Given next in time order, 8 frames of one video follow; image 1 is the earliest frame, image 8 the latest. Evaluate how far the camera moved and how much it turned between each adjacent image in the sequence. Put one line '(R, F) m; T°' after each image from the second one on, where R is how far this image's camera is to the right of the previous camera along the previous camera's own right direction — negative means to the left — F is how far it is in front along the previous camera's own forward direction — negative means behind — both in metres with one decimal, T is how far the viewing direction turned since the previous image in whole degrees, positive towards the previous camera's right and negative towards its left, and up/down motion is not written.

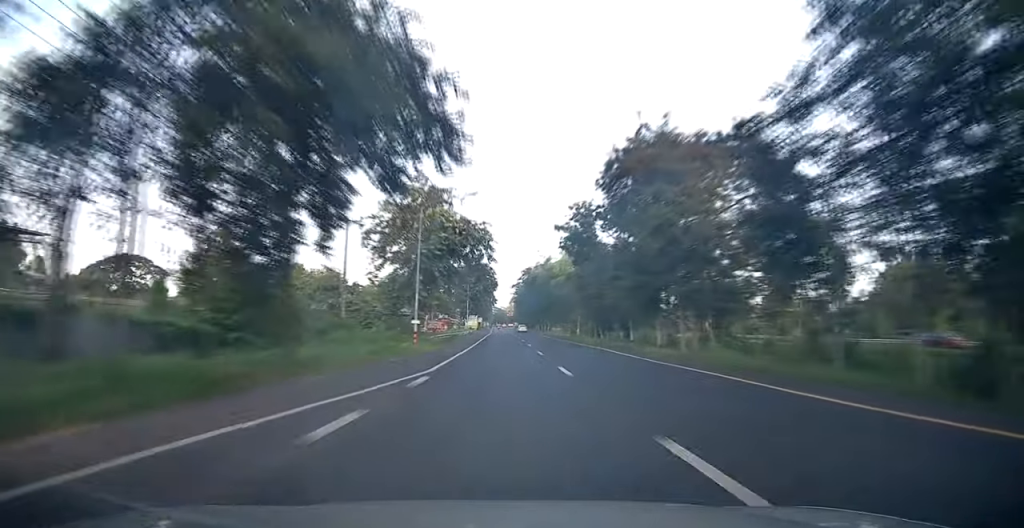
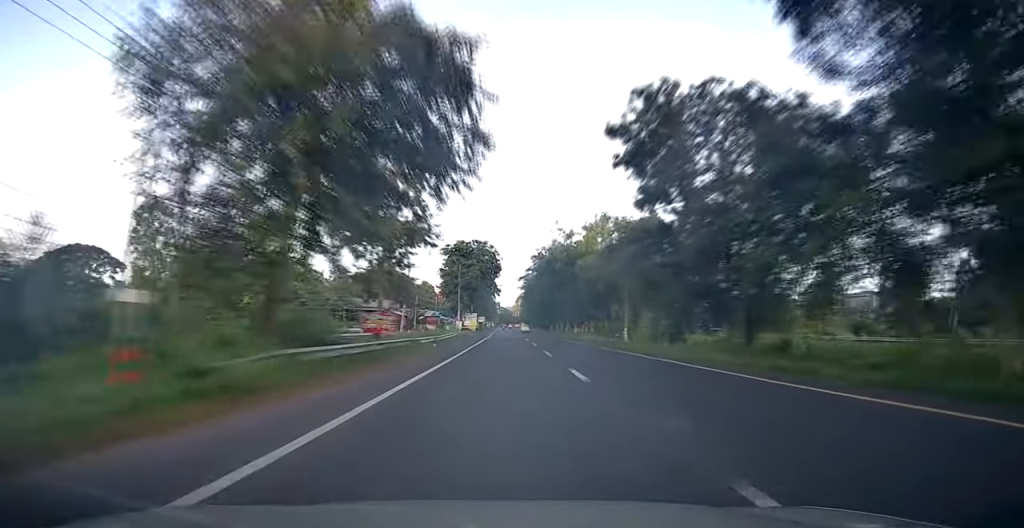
(-0.2, +26.4) m; -1°
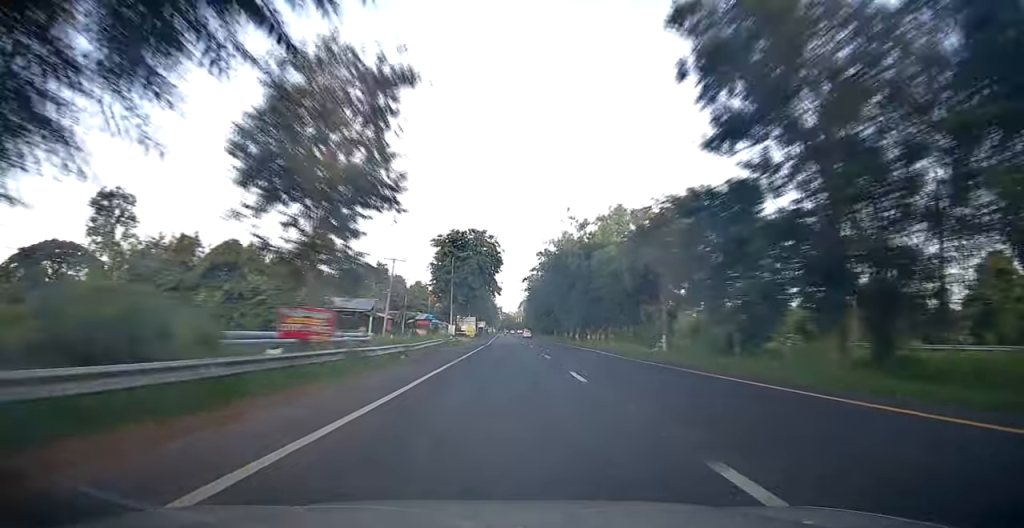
(0.0, +11.2) m; 0°
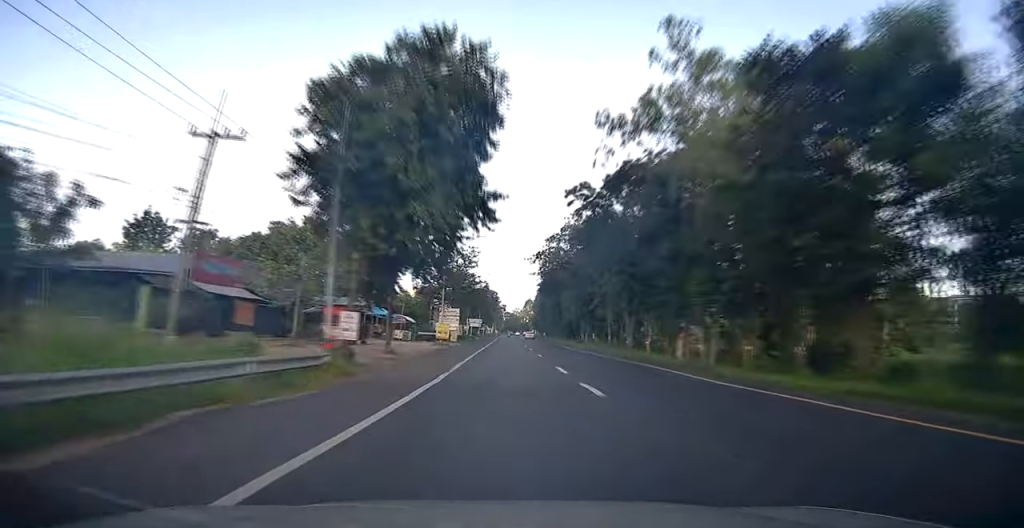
(-0.7, +39.4) m; -2°
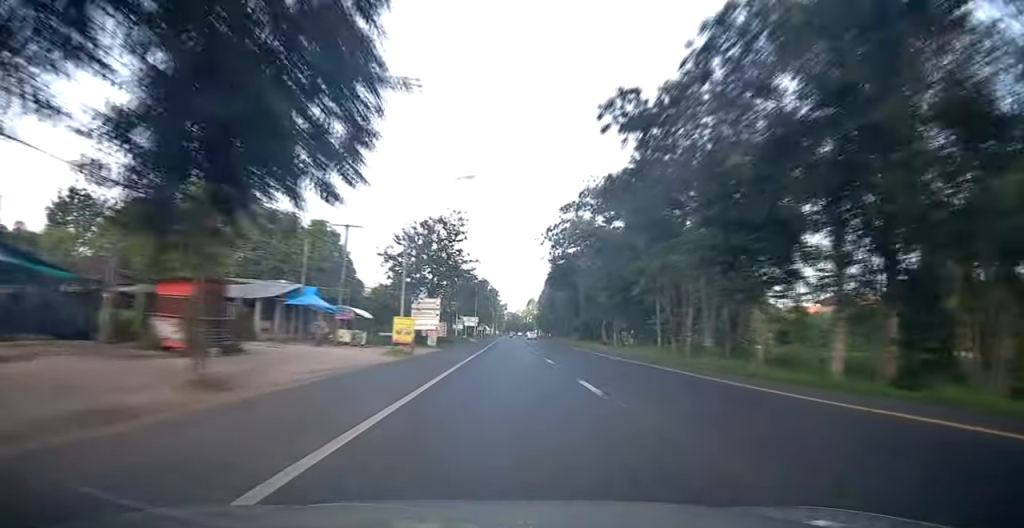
(0.0, +18.3) m; +1°
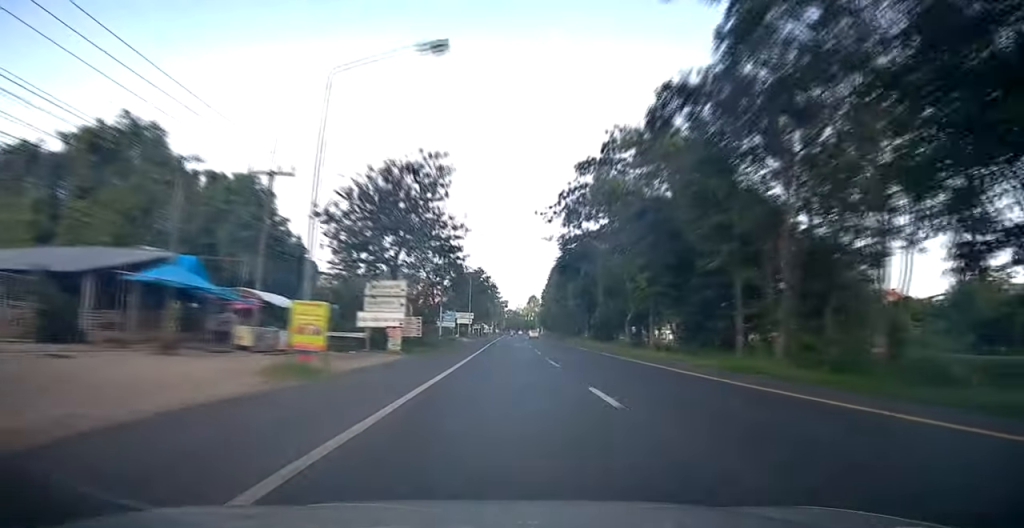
(+0.4, +13.8) m; 0°
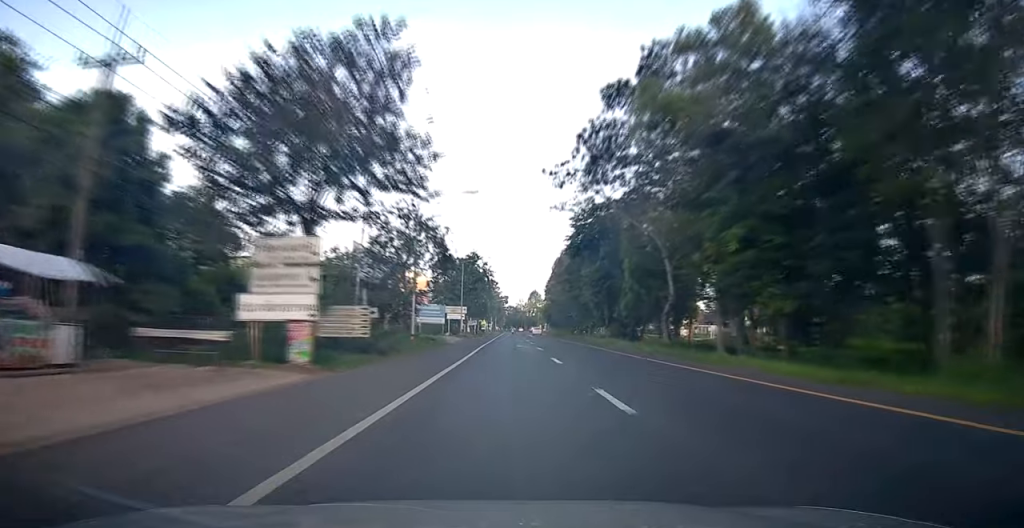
(-0.4, +13.0) m; 0°
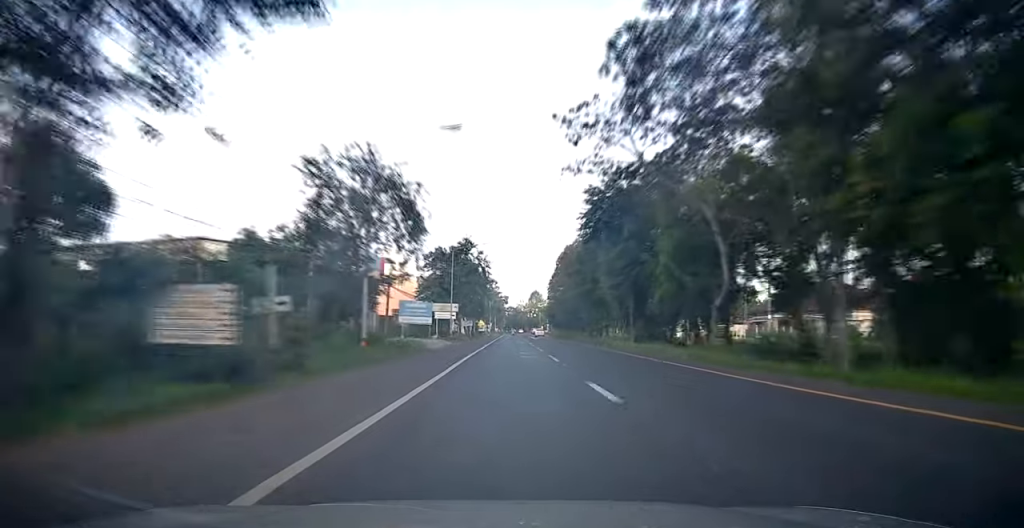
(0.0, +10.8) m; 0°
